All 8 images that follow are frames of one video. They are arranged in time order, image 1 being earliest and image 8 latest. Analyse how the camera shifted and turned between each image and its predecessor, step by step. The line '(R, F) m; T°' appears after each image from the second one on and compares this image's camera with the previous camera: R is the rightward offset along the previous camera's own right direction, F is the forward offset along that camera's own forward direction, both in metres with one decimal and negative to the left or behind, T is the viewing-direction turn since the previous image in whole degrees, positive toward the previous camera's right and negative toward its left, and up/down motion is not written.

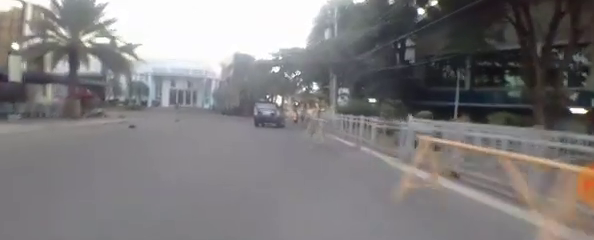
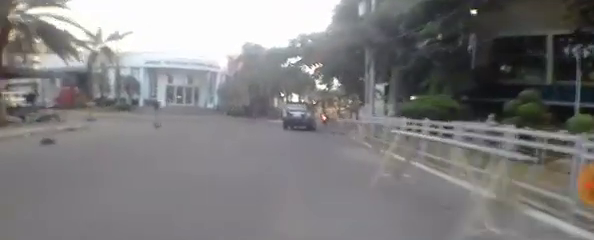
(+0.1, +6.2) m; +1°
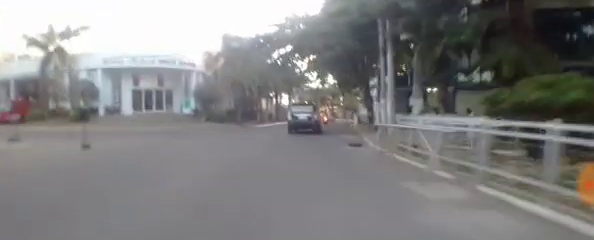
(0.0, +4.6) m; +1°
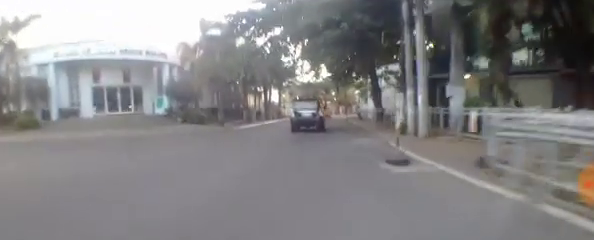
(0.0, +4.1) m; 0°
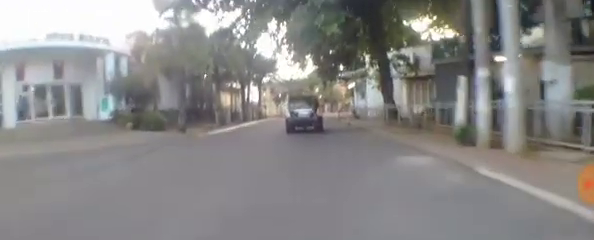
(+0.1, +5.8) m; +1°
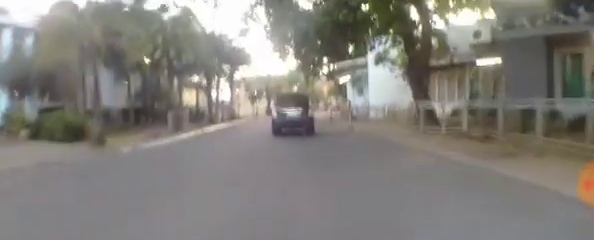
(+0.1, +6.8) m; +1°
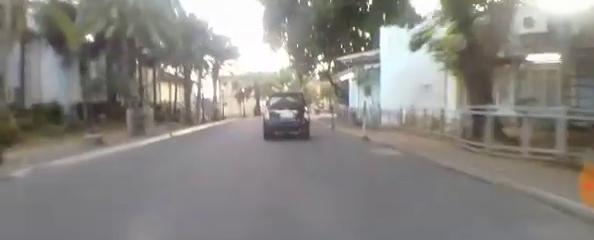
(0.0, +4.8) m; +1°
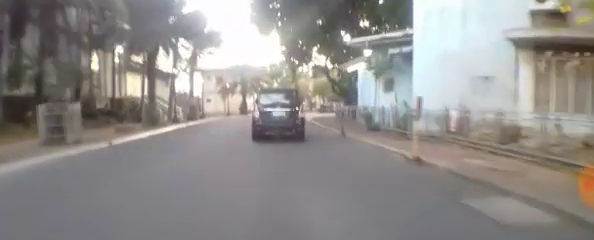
(+0.1, +6.0) m; +2°
